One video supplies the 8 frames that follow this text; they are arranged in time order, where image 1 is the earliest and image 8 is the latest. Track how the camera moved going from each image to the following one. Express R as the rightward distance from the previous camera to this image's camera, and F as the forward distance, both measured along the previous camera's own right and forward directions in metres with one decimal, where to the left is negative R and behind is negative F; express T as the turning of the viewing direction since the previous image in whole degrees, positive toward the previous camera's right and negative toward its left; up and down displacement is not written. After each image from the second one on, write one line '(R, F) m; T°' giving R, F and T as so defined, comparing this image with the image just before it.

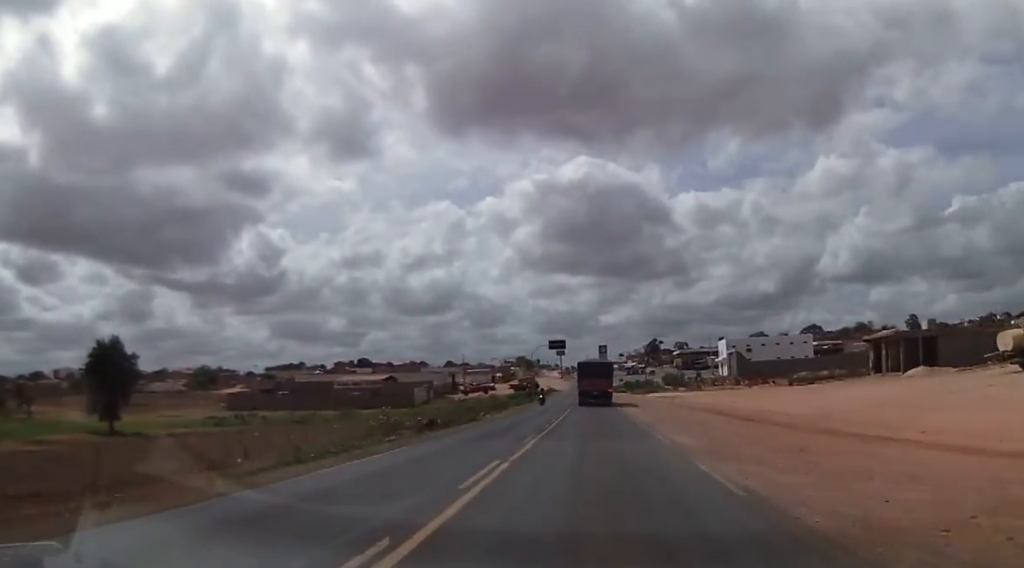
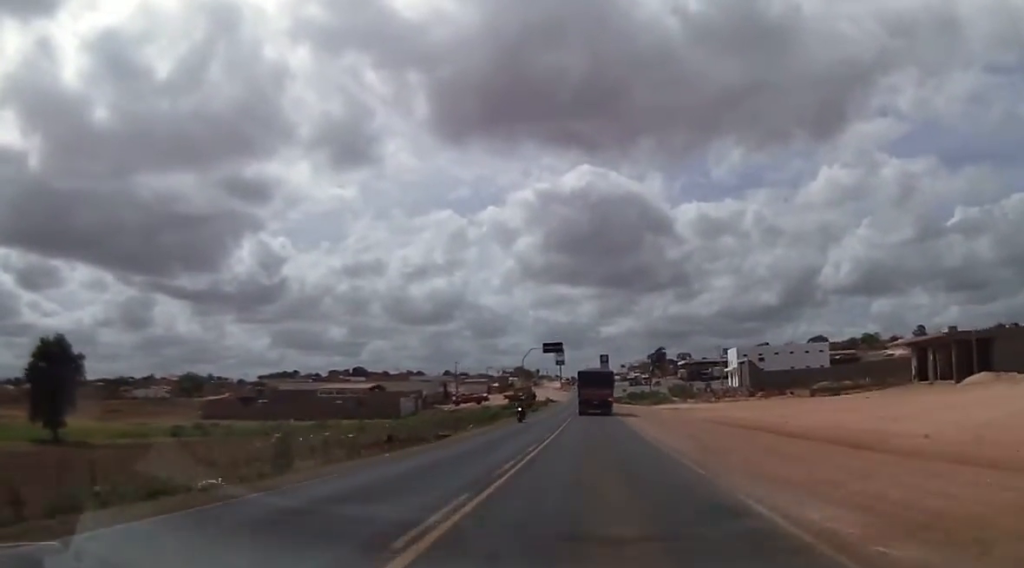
(+0.1, +12.4) m; 0°
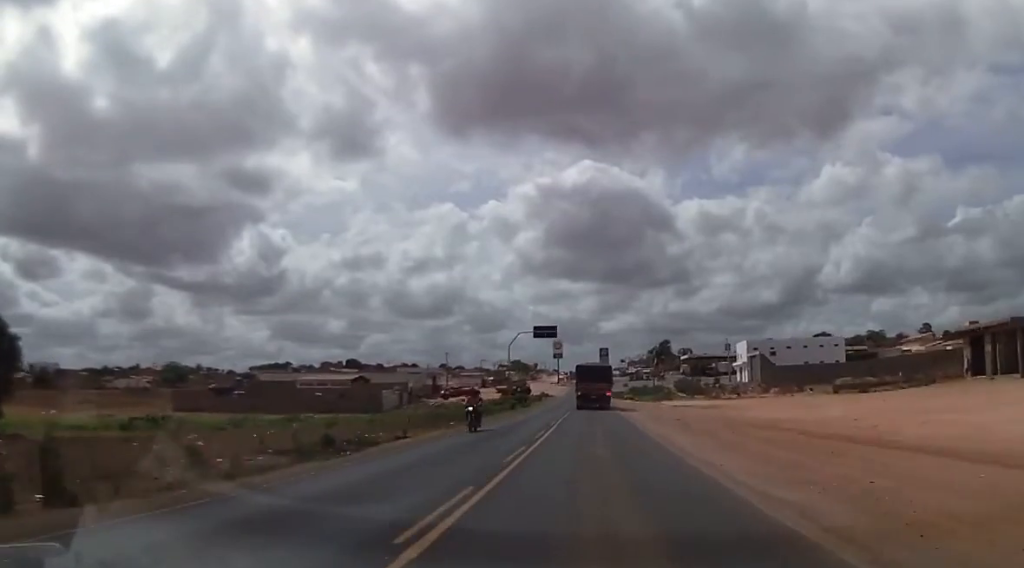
(+0.2, +11.8) m; 0°
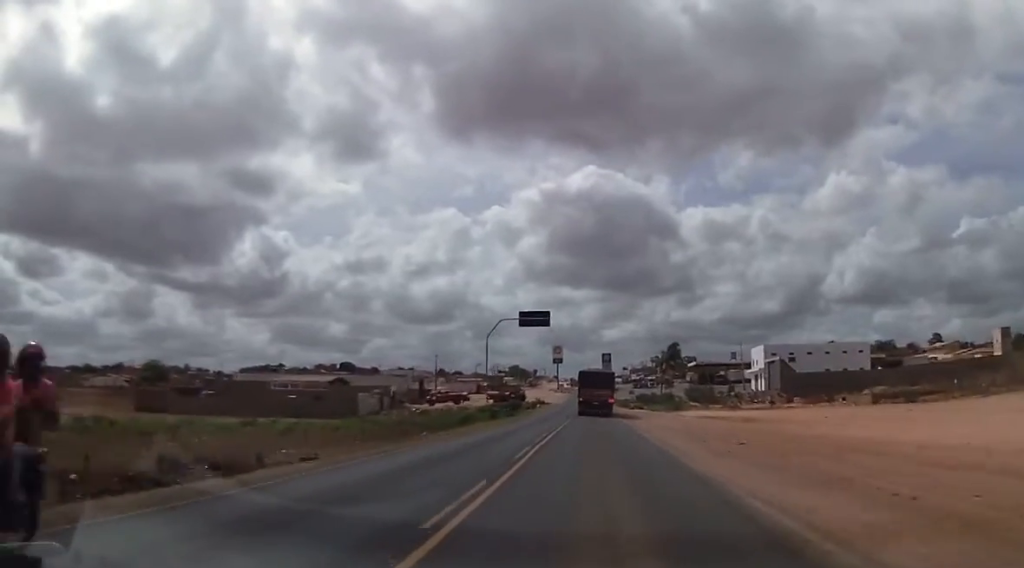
(-0.4, +14.4) m; 0°
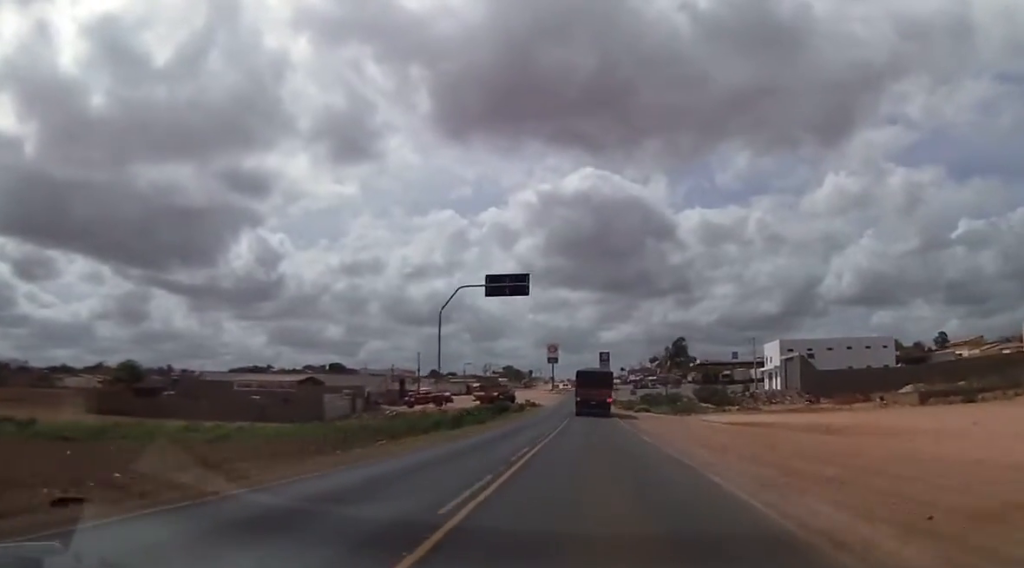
(+0.5, +14.6) m; 0°
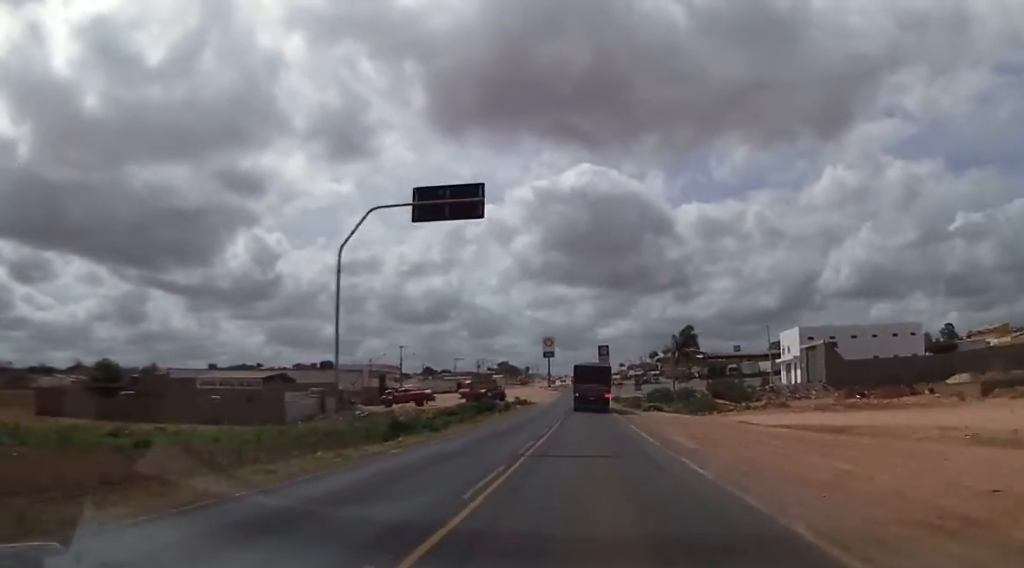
(-0.2, +14.1) m; -1°
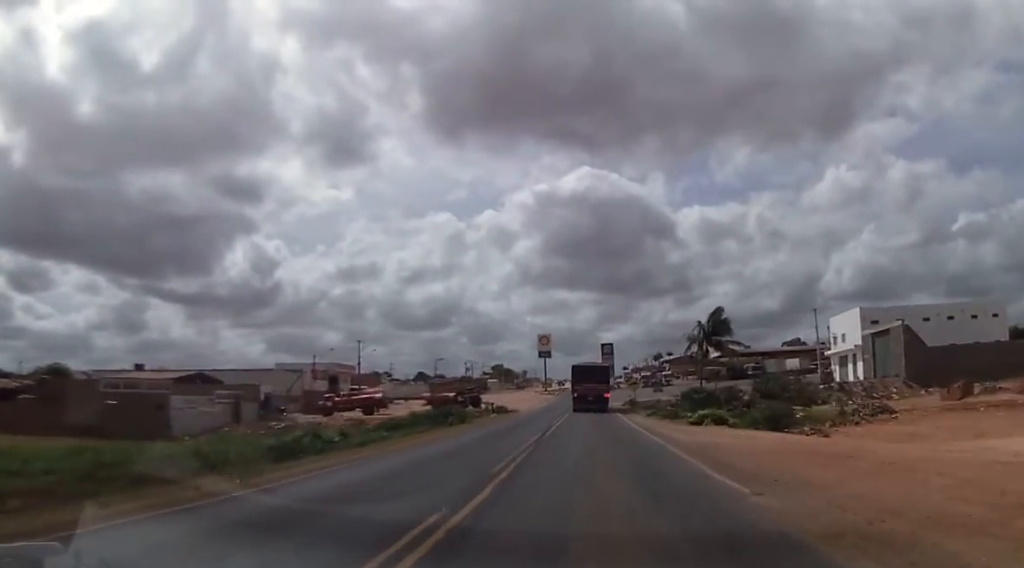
(-0.2, +29.0) m; 0°
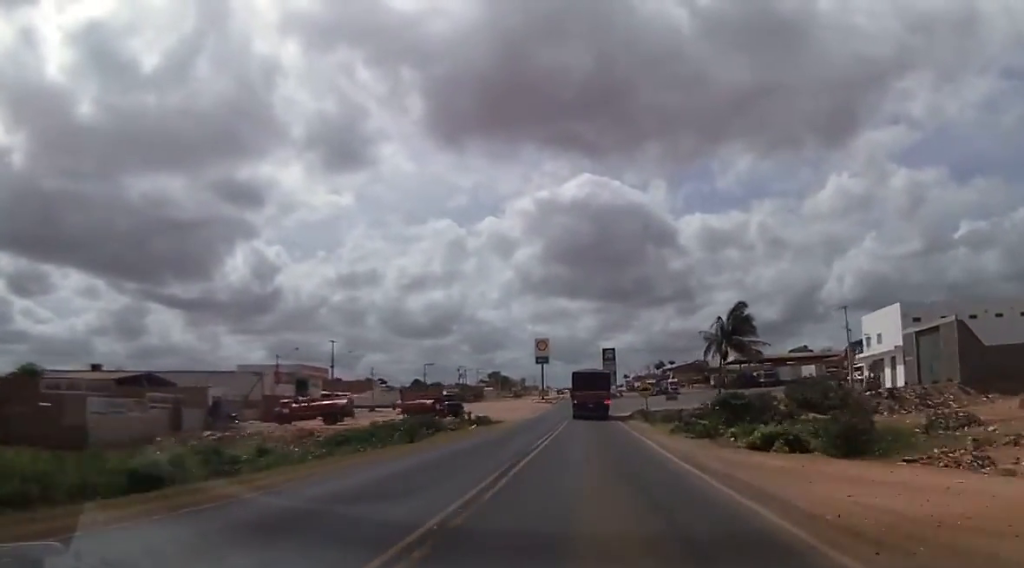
(+0.1, +13.4) m; +1°
